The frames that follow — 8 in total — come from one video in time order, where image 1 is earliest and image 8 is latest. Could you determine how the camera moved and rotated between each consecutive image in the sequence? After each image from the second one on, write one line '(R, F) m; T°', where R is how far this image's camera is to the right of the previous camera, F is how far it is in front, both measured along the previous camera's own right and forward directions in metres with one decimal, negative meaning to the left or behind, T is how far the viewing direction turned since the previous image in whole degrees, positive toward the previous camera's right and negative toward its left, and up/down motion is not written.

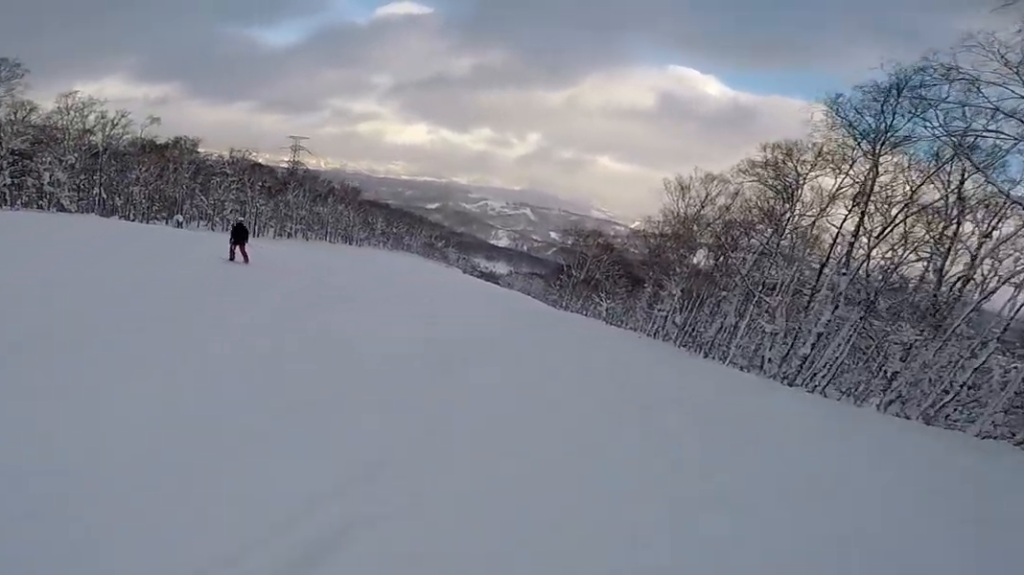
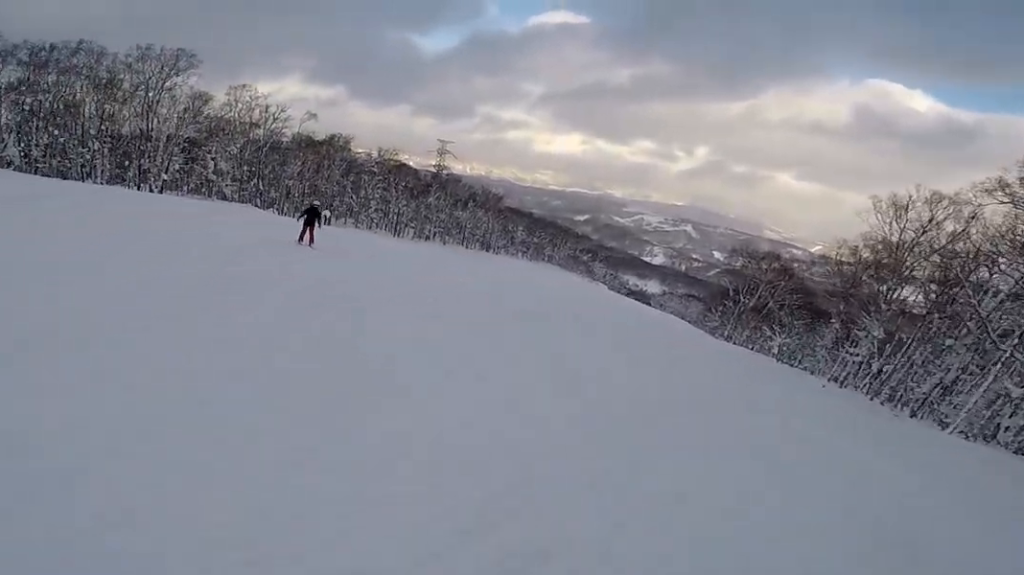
(-0.3, +3.0) m; -25°
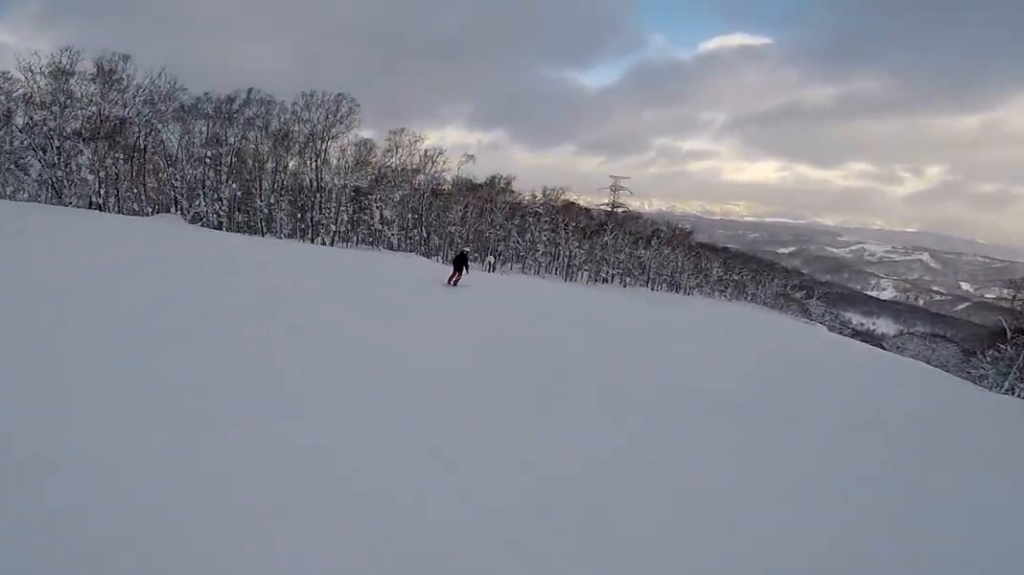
(-1.6, +4.0) m; -20°
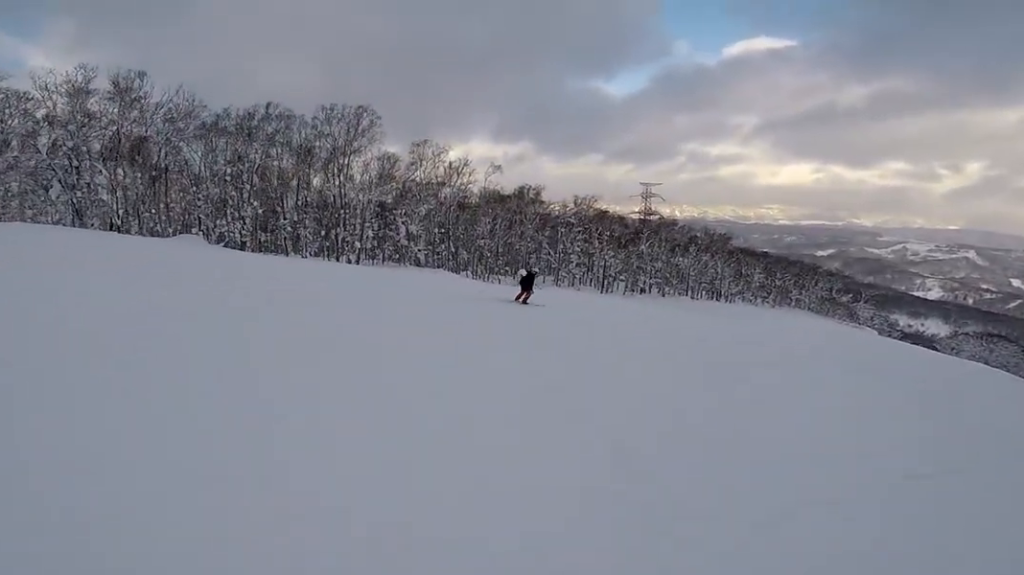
(-0.1, +2.5) m; +4°
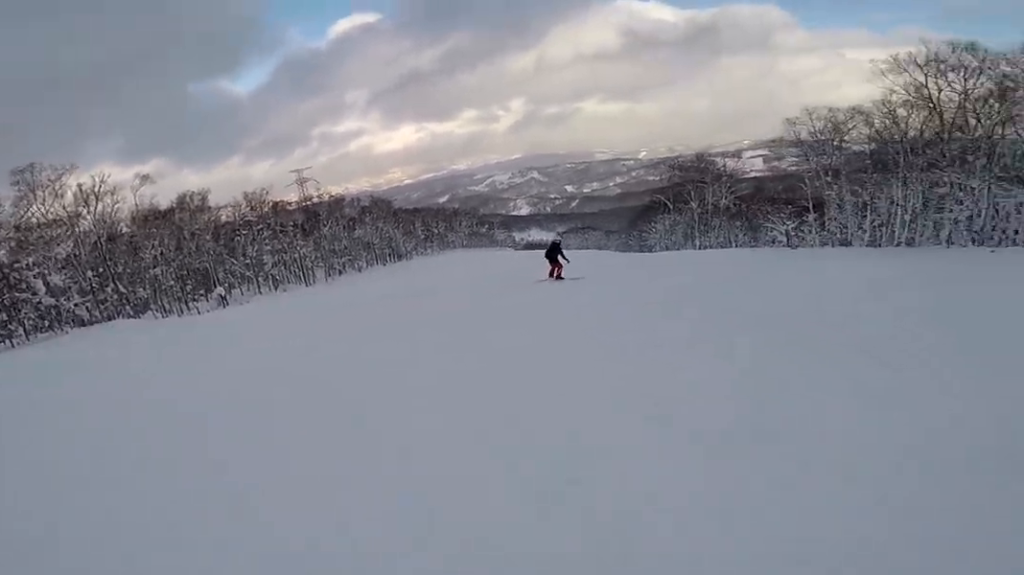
(+1.9, +7.9) m; +40°
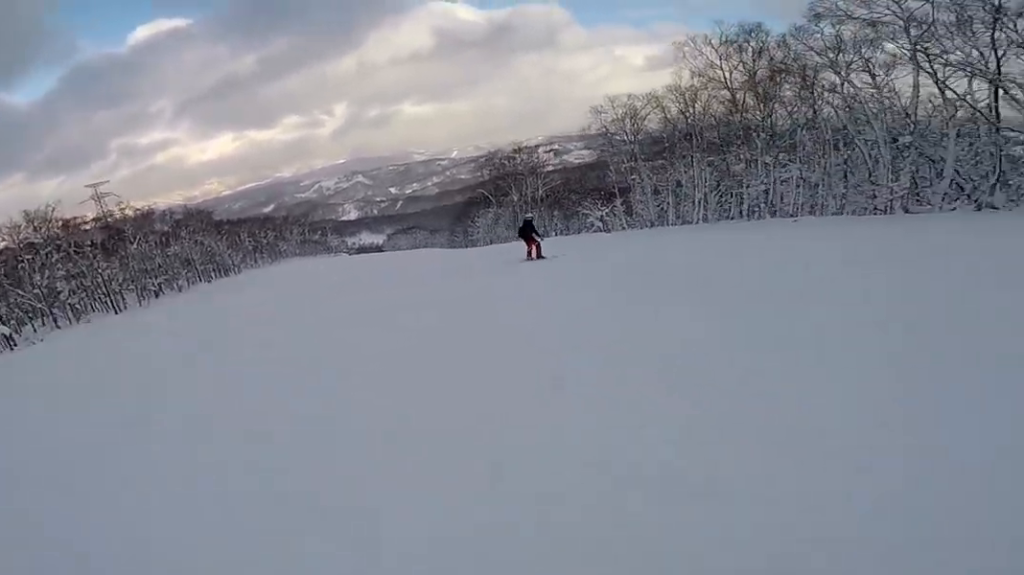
(+0.8, +3.4) m; +19°
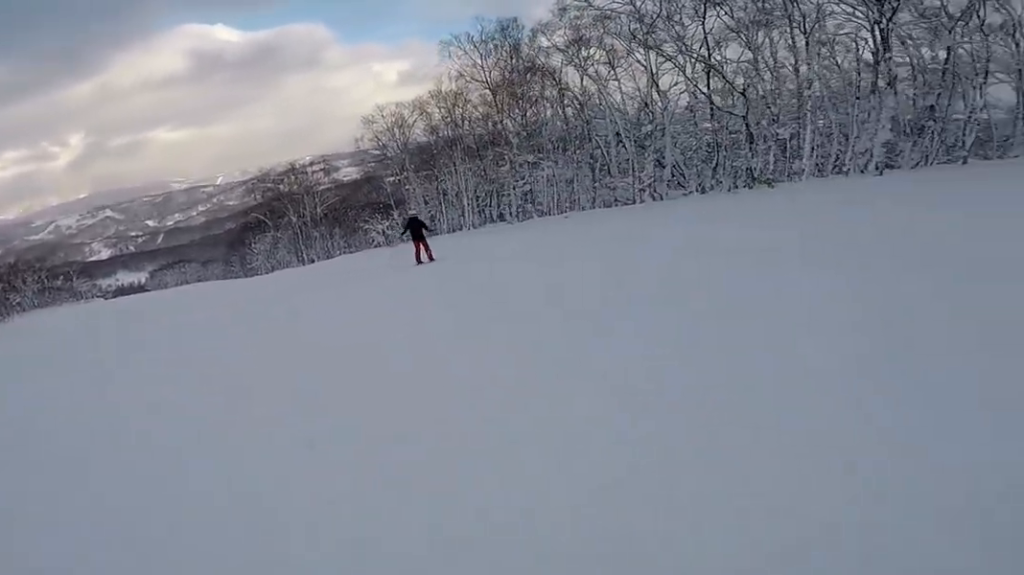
(+0.6, +3.5) m; +20°
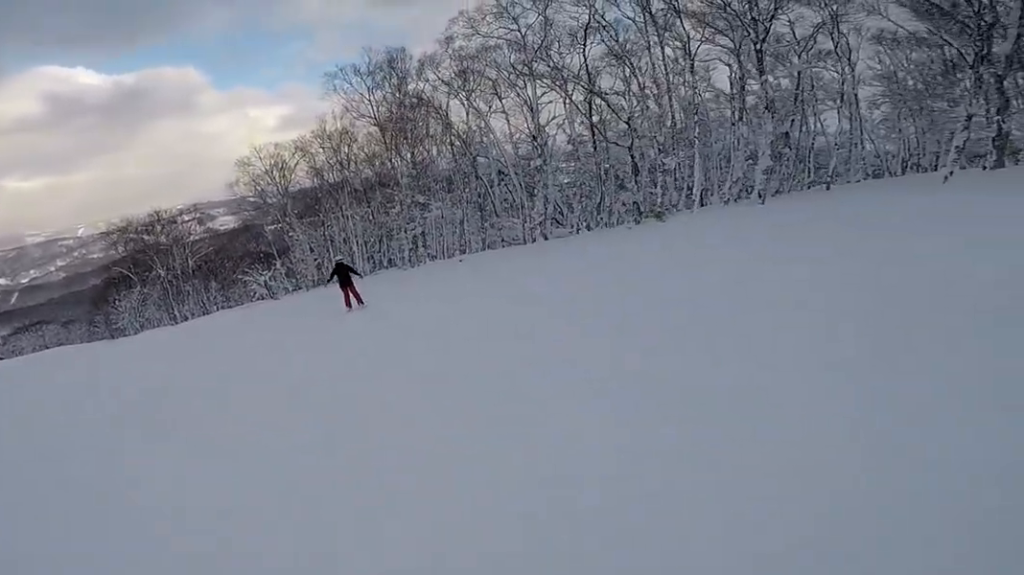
(+0.3, +2.8) m; +15°
